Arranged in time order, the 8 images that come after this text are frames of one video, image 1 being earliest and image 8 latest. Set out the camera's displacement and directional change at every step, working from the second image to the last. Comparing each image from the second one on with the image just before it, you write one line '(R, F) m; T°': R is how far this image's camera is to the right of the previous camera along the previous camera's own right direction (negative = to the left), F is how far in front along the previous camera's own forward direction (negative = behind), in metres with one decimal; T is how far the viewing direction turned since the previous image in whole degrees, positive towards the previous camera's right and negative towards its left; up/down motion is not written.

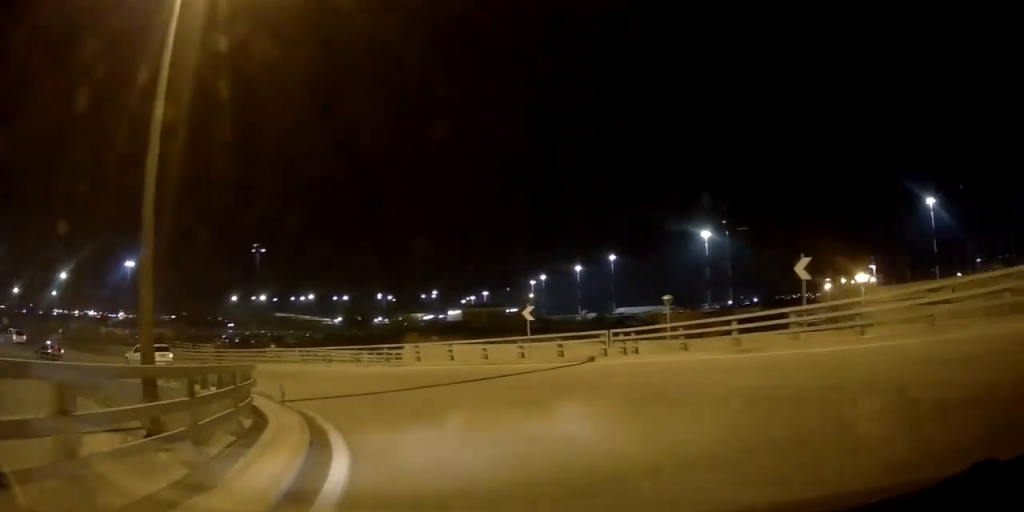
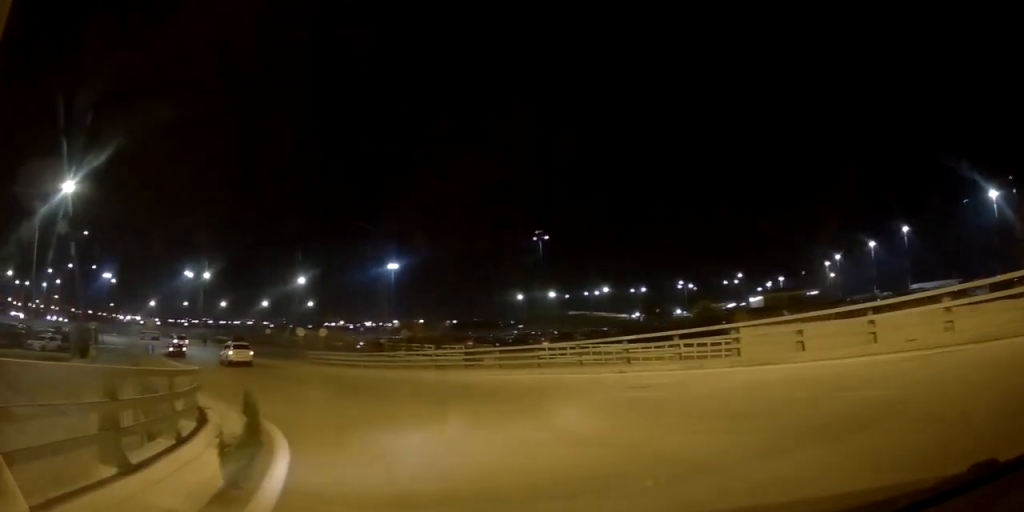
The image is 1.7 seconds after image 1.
(-4.7, +16.8) m; -30°
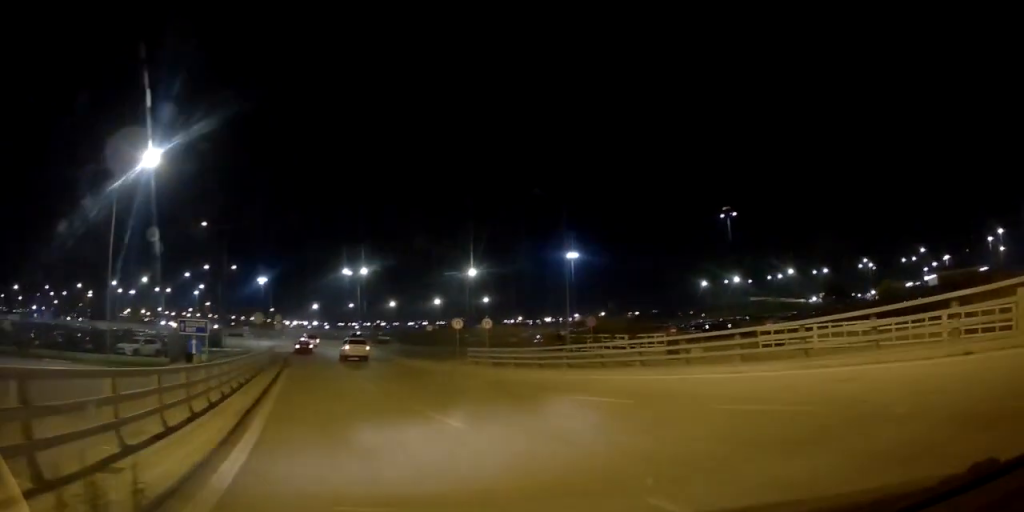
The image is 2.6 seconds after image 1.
(-1.8, +10.0) m; -14°
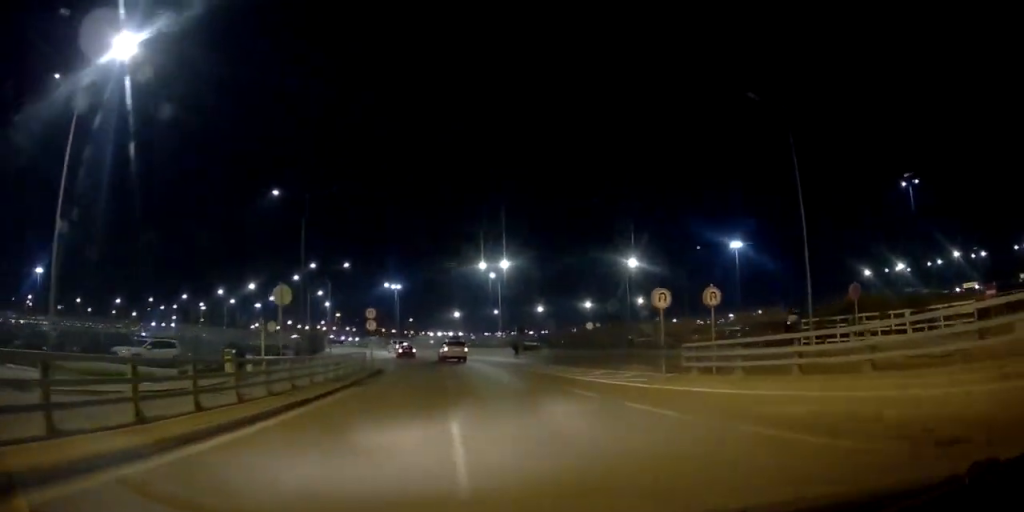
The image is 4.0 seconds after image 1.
(-2.2, +17.5) m; -11°
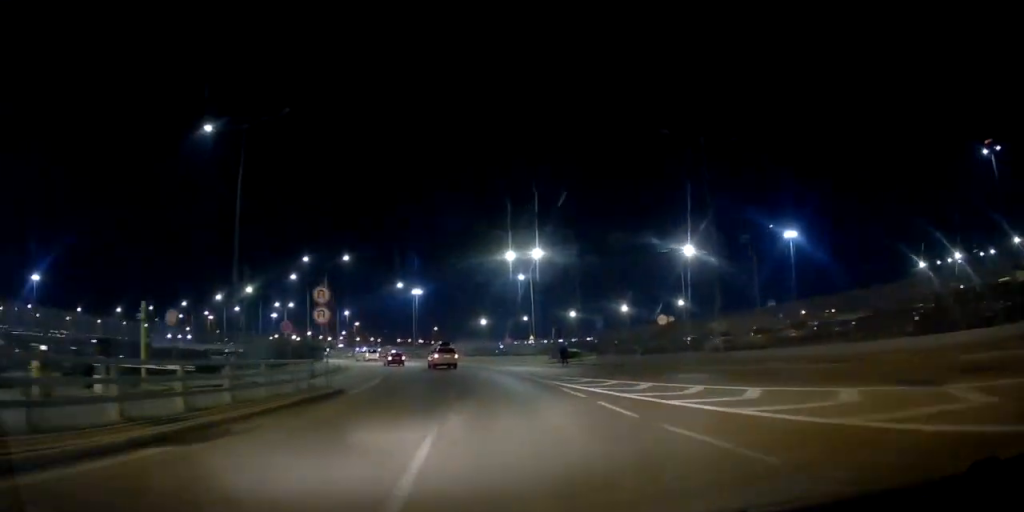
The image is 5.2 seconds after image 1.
(-0.5, +16.3) m; -2°
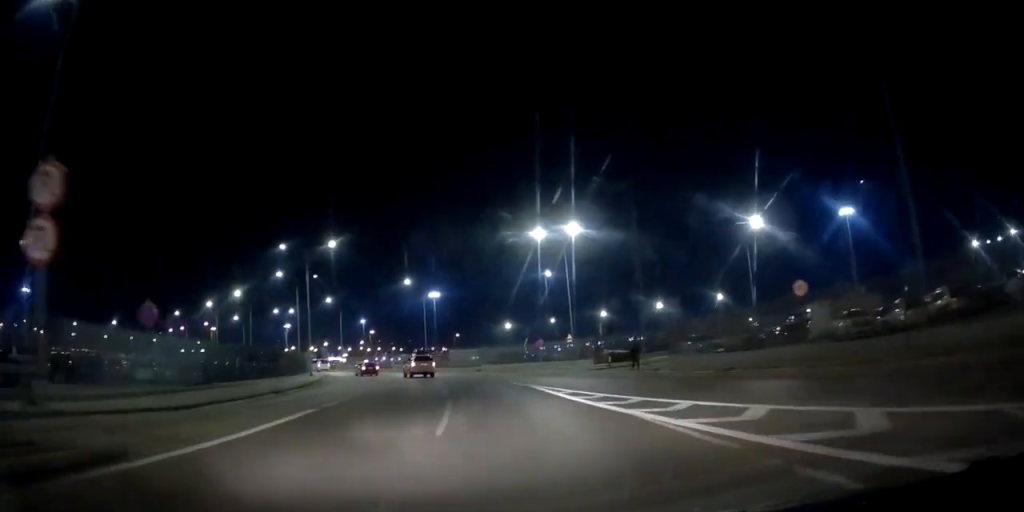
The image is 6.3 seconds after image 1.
(-0.1, +15.8) m; -3°
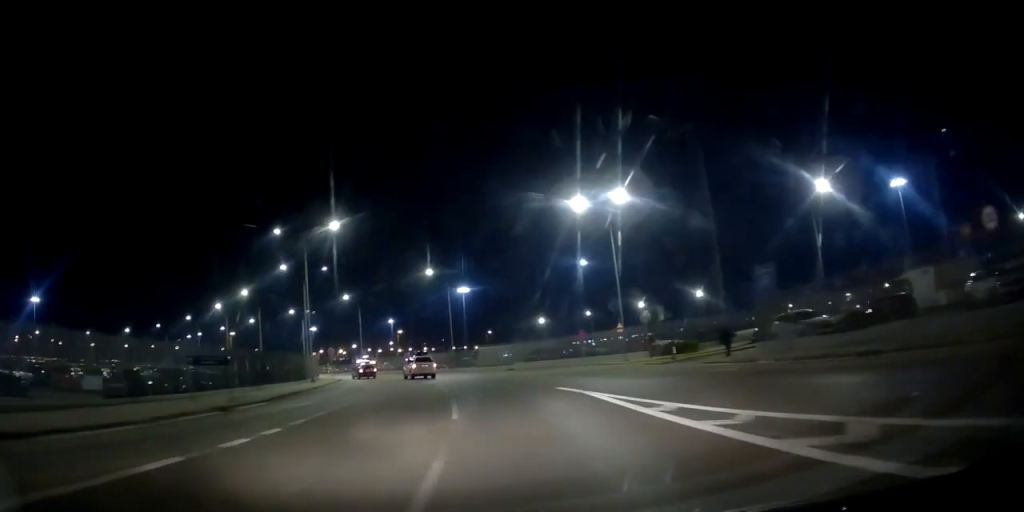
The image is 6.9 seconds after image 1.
(0.0, +9.2) m; -3°
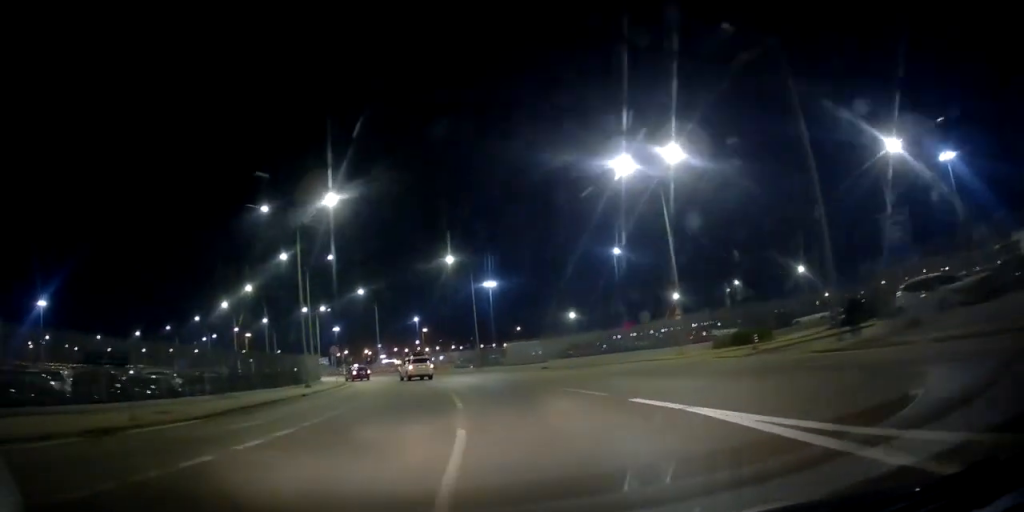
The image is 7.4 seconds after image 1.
(-0.5, +8.2) m; -4°
